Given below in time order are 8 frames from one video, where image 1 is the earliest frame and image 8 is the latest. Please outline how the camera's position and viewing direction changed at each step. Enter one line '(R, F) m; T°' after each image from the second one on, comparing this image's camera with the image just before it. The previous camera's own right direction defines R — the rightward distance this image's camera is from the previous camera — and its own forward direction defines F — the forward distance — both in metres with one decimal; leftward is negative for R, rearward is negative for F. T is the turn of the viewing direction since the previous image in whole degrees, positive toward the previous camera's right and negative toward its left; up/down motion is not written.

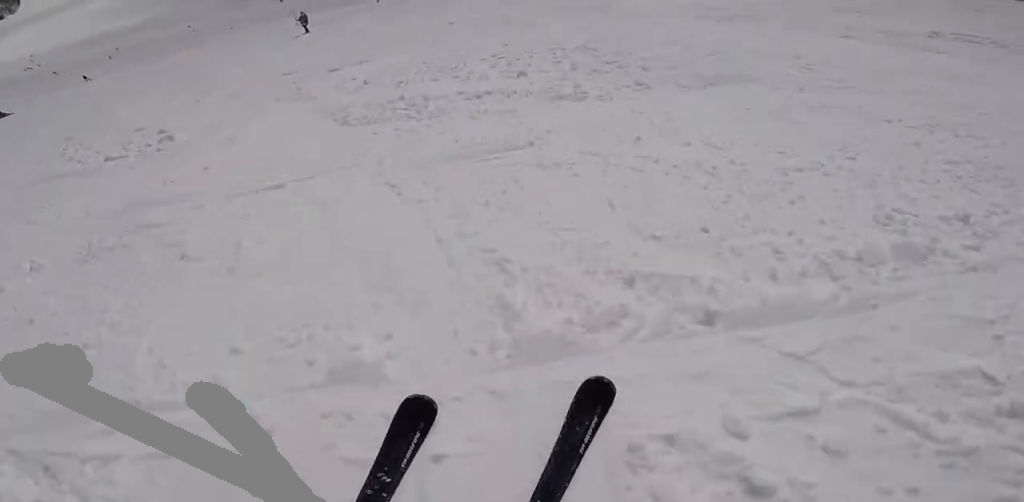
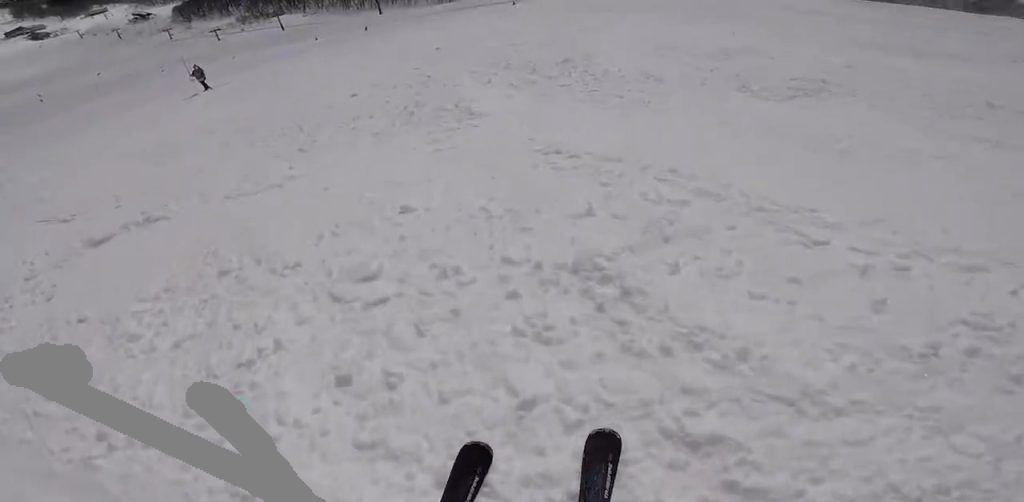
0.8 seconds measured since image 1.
(-0.1, +4.0) m; -13°
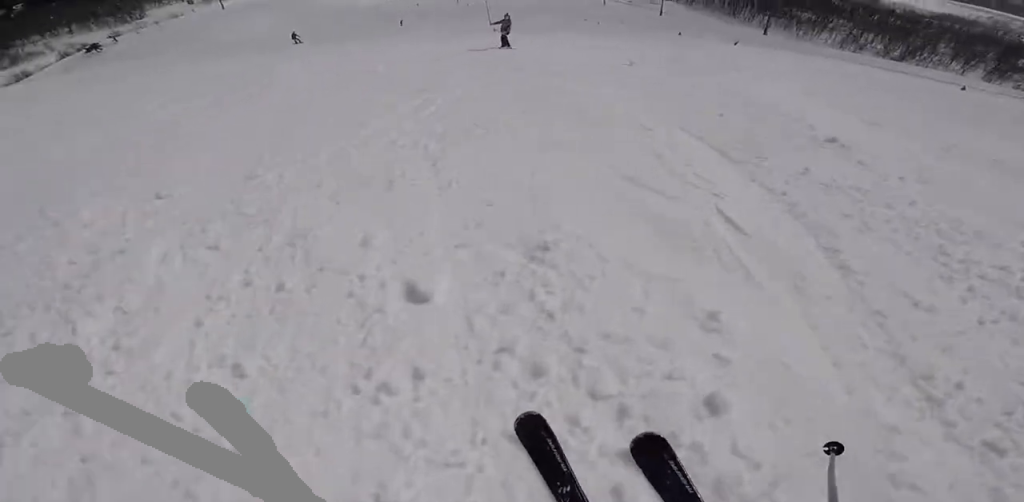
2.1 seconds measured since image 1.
(-1.6, +6.4) m; -27°
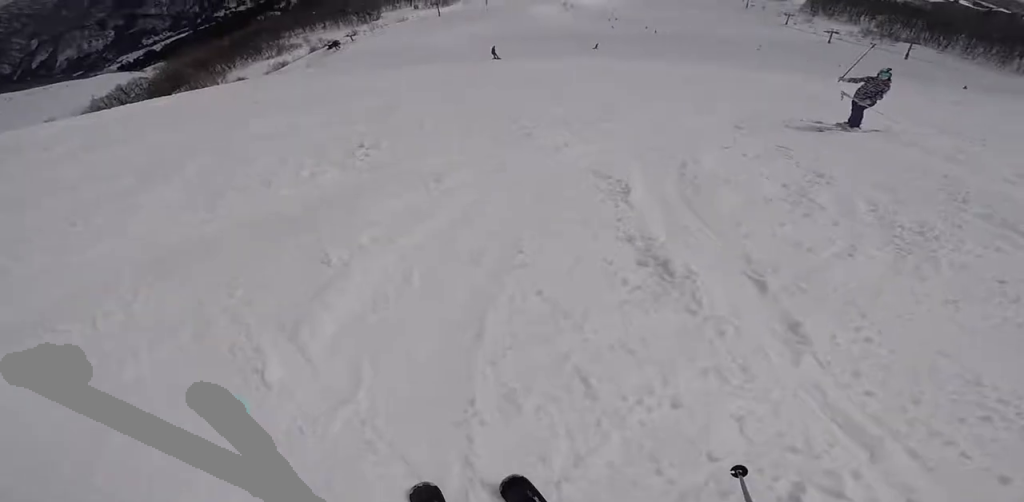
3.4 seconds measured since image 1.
(-0.9, +7.5) m; -1°
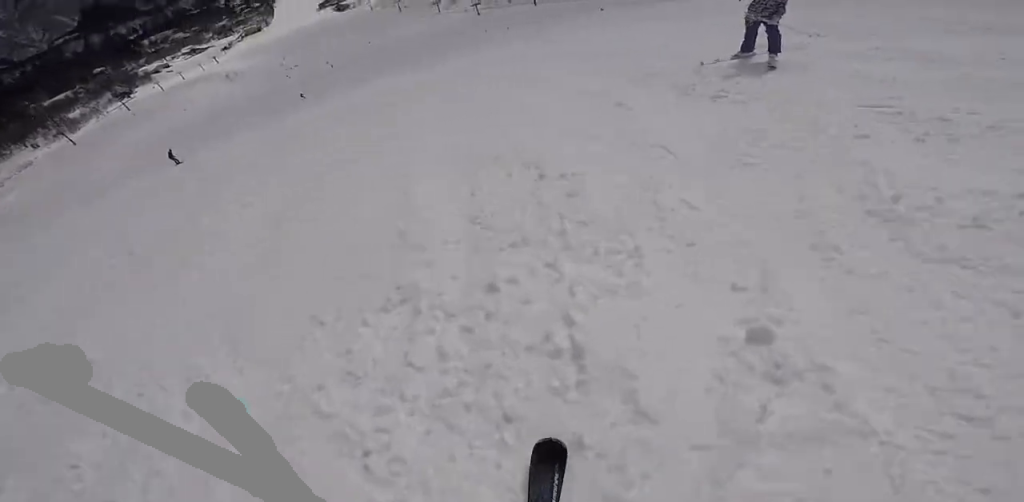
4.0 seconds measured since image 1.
(+0.3, +3.9) m; +10°
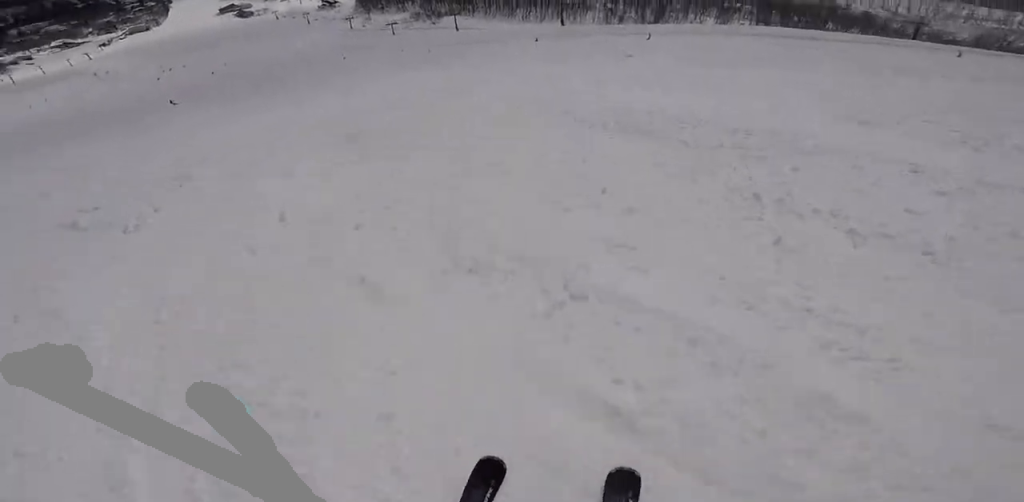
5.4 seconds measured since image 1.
(+1.0, +8.7) m; +1°
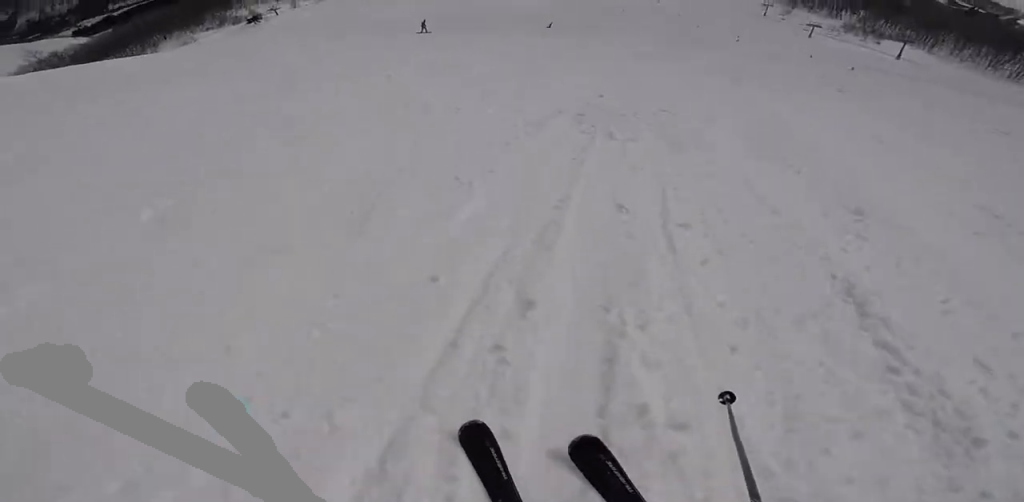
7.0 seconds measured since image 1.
(-1.2, +11.4) m; 0°
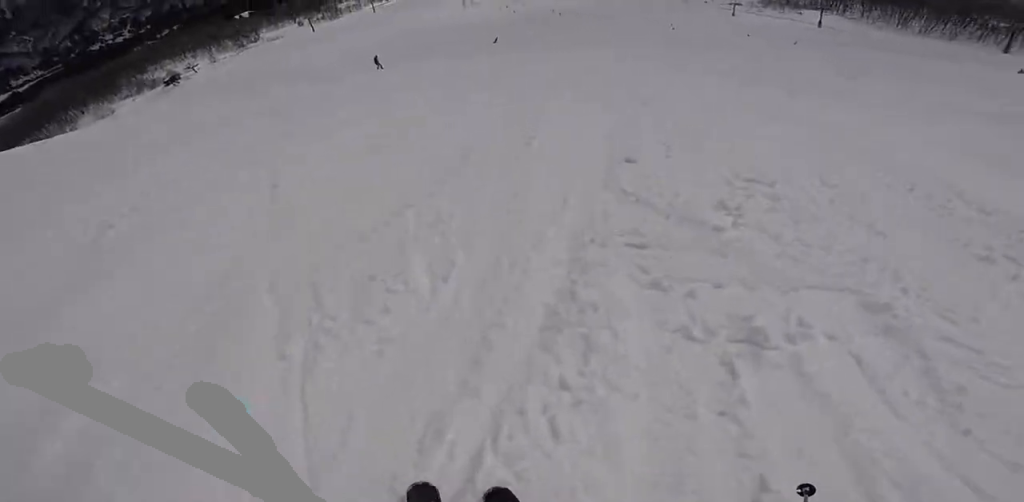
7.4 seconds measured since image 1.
(+0.1, +3.0) m; +3°
